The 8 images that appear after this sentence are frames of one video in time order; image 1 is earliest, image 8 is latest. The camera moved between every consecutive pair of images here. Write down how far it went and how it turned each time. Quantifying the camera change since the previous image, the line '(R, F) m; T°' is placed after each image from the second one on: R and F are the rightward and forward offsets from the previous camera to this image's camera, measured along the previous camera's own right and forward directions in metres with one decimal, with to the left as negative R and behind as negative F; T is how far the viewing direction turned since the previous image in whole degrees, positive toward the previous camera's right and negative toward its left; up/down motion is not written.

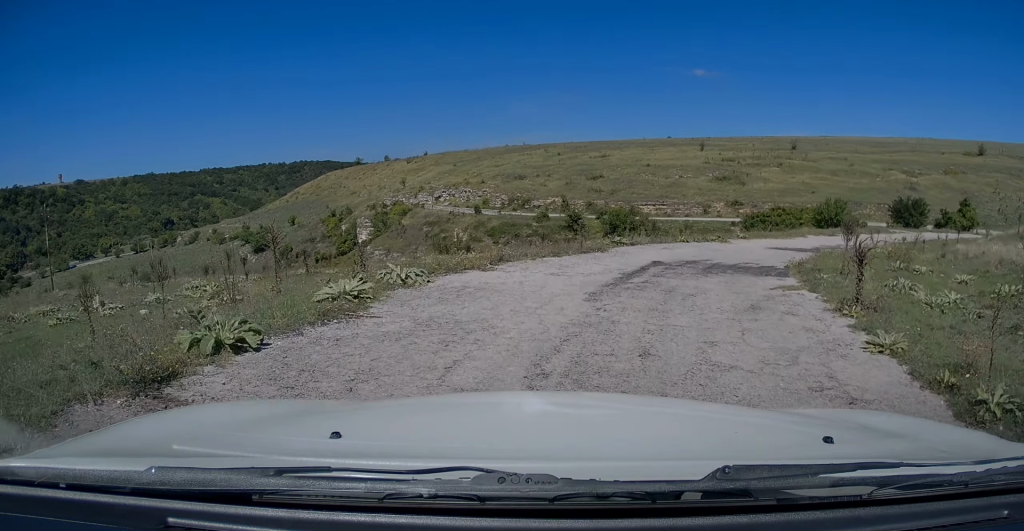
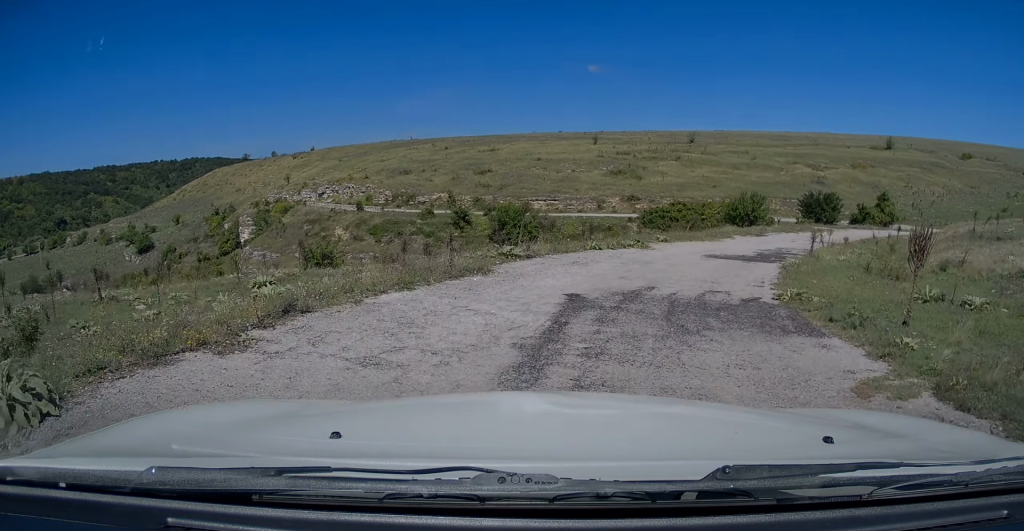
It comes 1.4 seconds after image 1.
(+0.5, +5.4) m; +8°
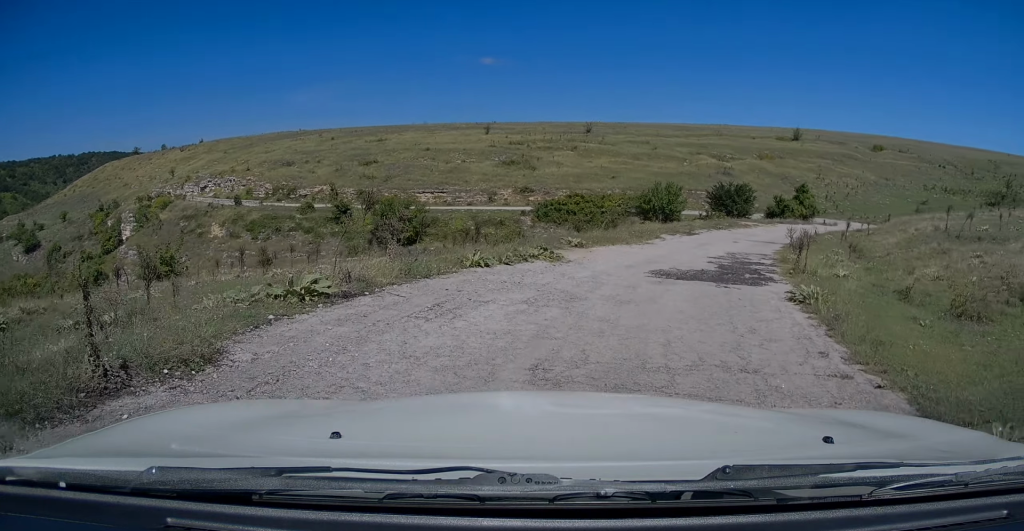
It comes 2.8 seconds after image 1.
(+0.4, +6.3) m; +6°
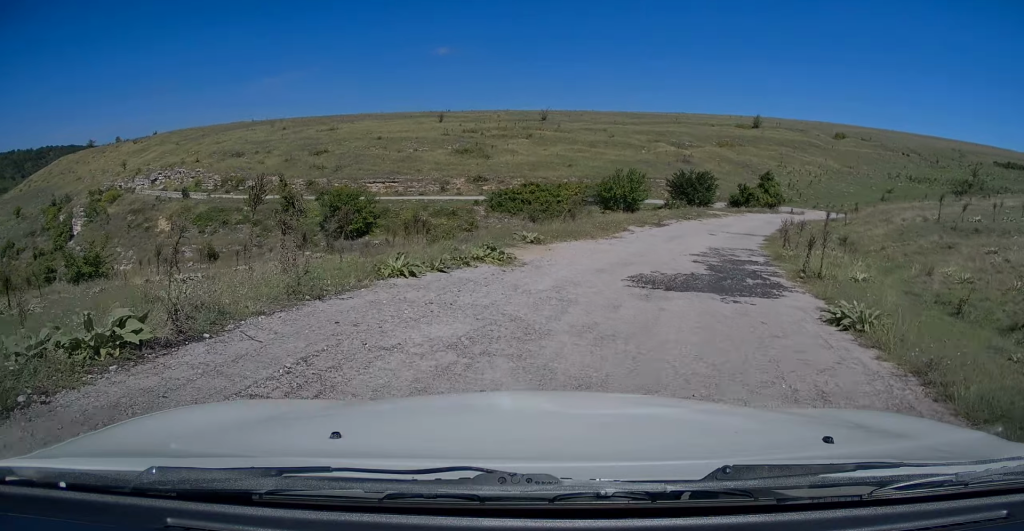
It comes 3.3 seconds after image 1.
(0.0, +2.8) m; +4°
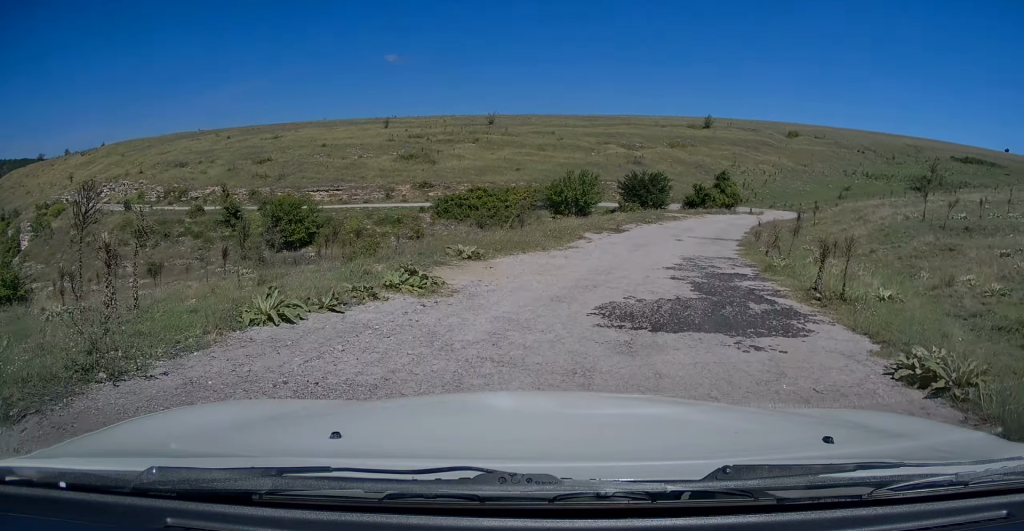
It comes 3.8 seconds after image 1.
(-0.2, +2.5) m; +4°
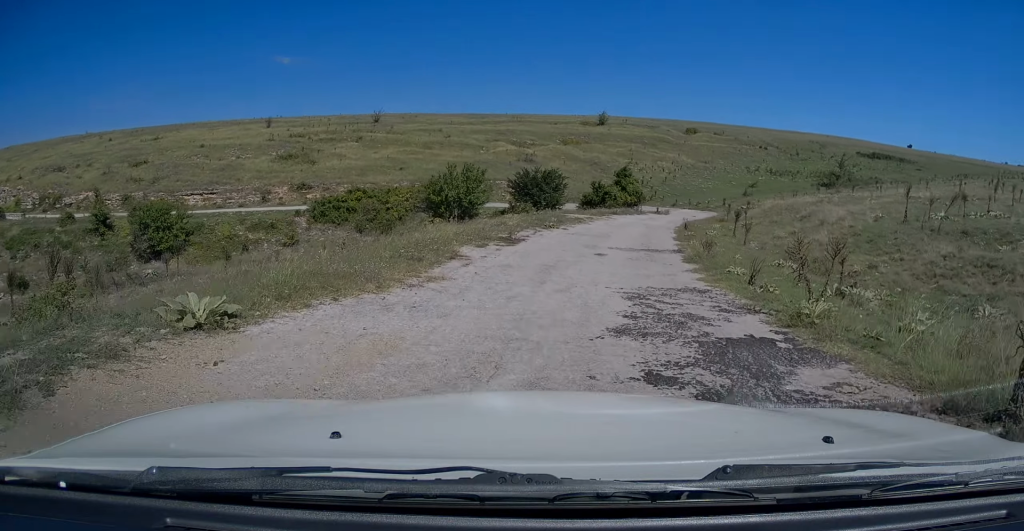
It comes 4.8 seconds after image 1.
(+0.7, +5.7) m; +7°
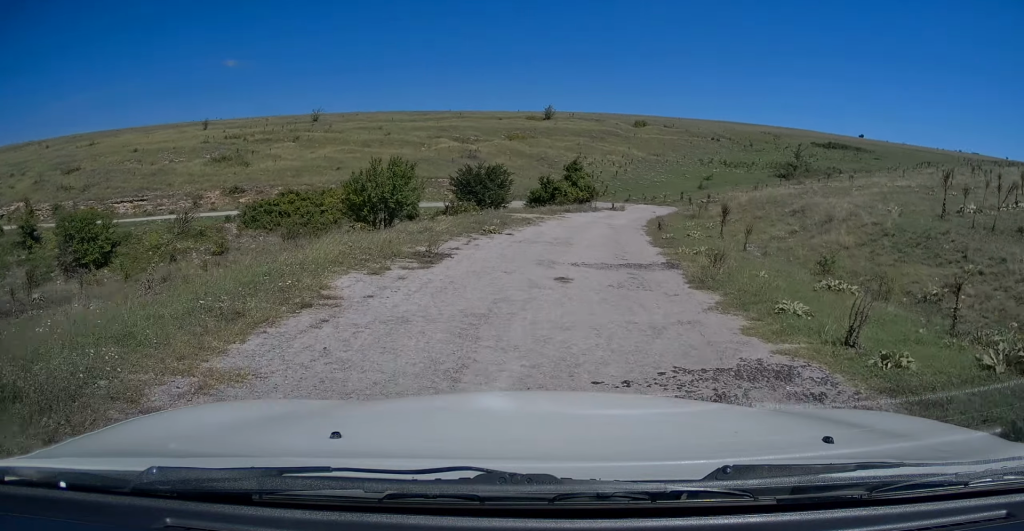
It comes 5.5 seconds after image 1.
(0.0, +4.6) m; +3°
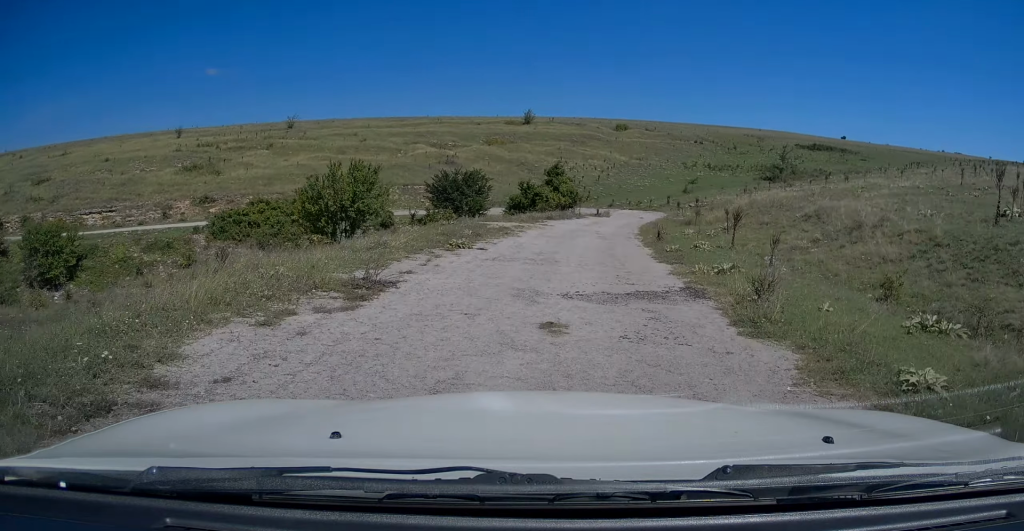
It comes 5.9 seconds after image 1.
(-0.1, +2.8) m; +2°
